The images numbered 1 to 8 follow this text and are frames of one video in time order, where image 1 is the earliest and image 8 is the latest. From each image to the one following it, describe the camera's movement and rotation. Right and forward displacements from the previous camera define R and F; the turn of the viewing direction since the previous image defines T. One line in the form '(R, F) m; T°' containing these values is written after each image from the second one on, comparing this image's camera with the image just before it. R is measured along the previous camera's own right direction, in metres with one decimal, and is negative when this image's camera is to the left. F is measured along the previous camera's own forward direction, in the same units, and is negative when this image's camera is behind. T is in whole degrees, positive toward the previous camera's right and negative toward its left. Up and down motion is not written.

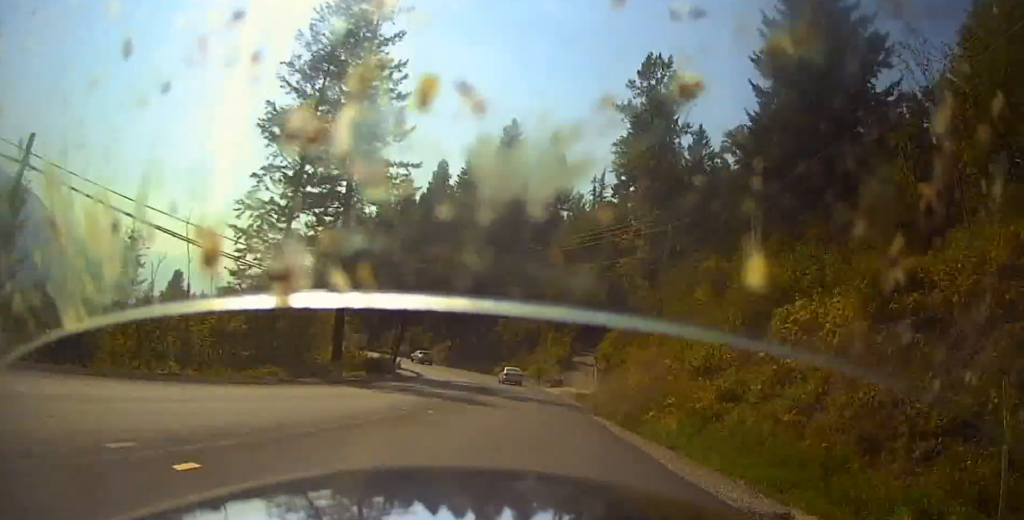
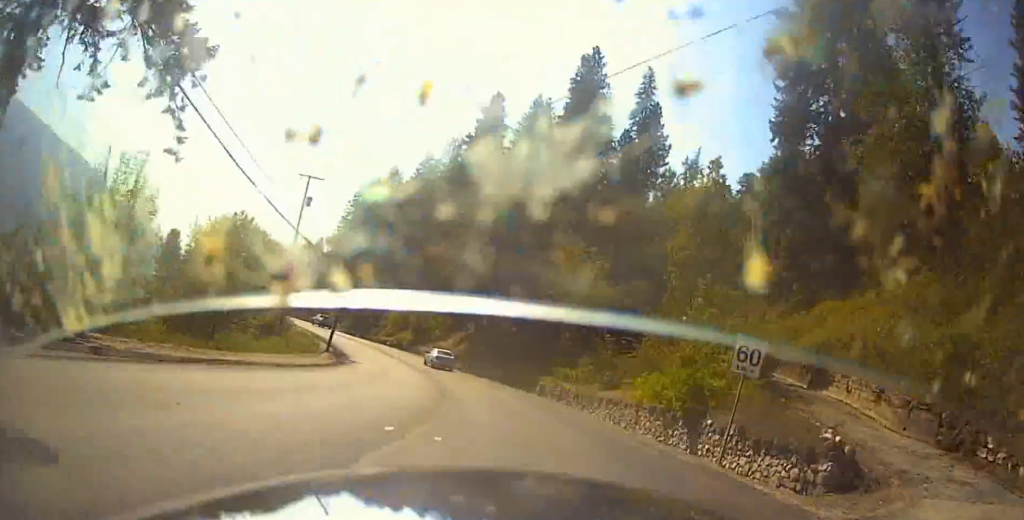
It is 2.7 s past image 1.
(+0.8, +45.4) m; -4°
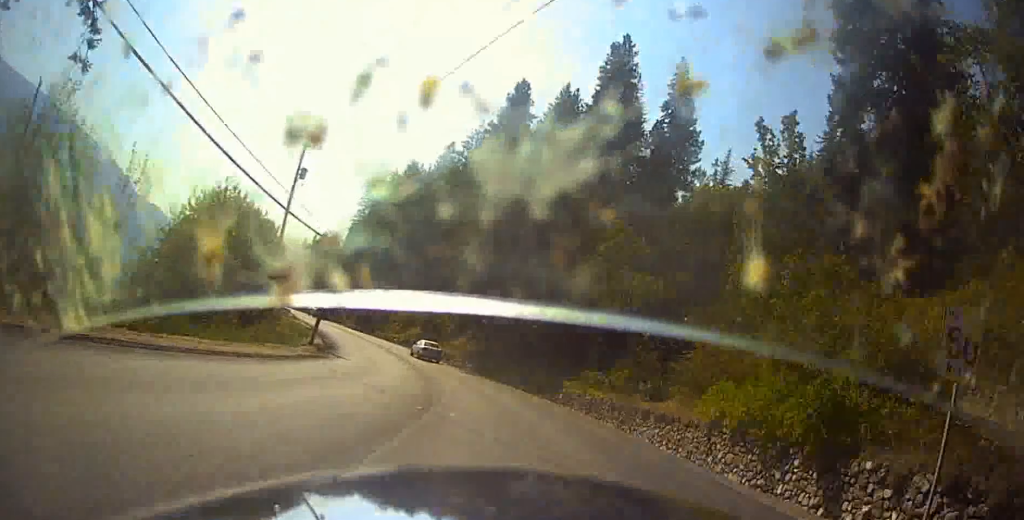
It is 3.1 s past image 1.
(0.0, +6.4) m; -1°
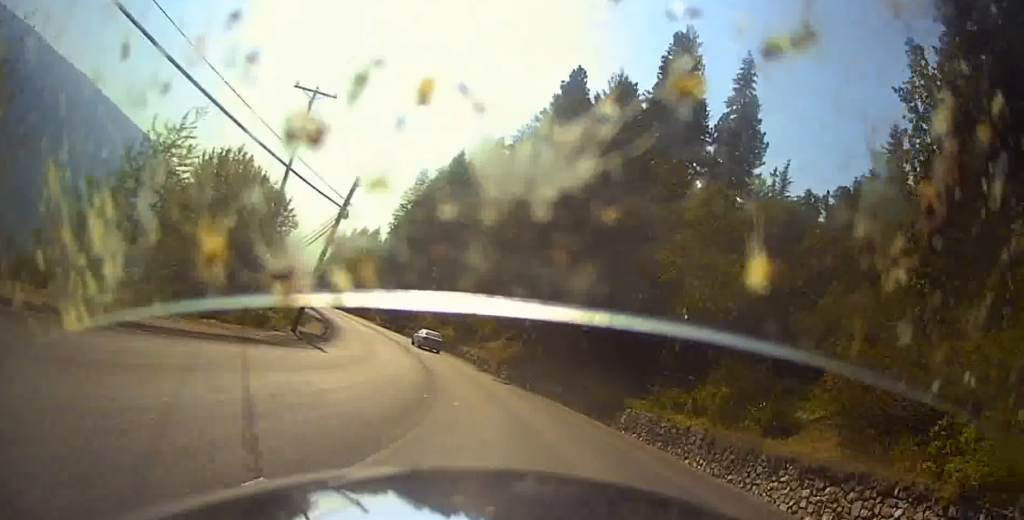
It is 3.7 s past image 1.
(-0.1, +8.3) m; -2°
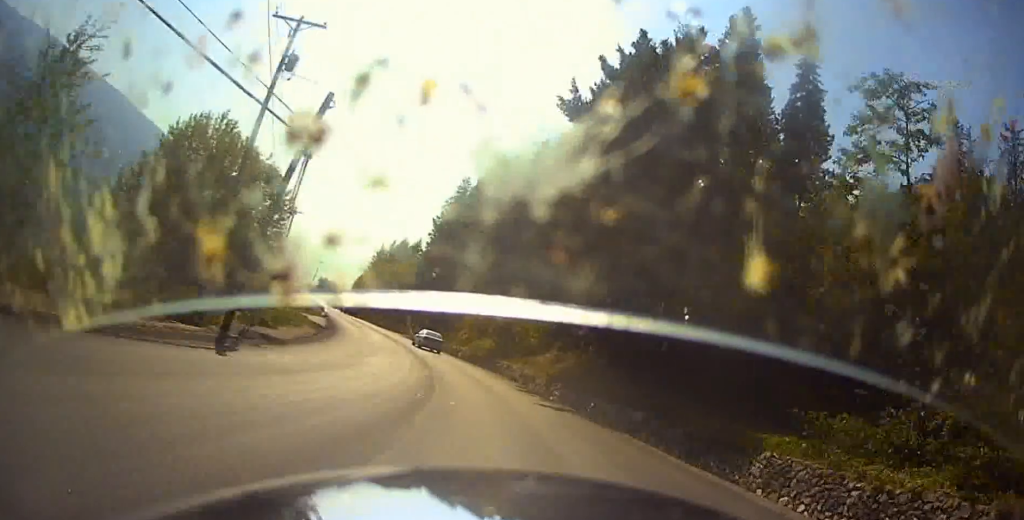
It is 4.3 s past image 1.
(0.0, +9.7) m; -3°
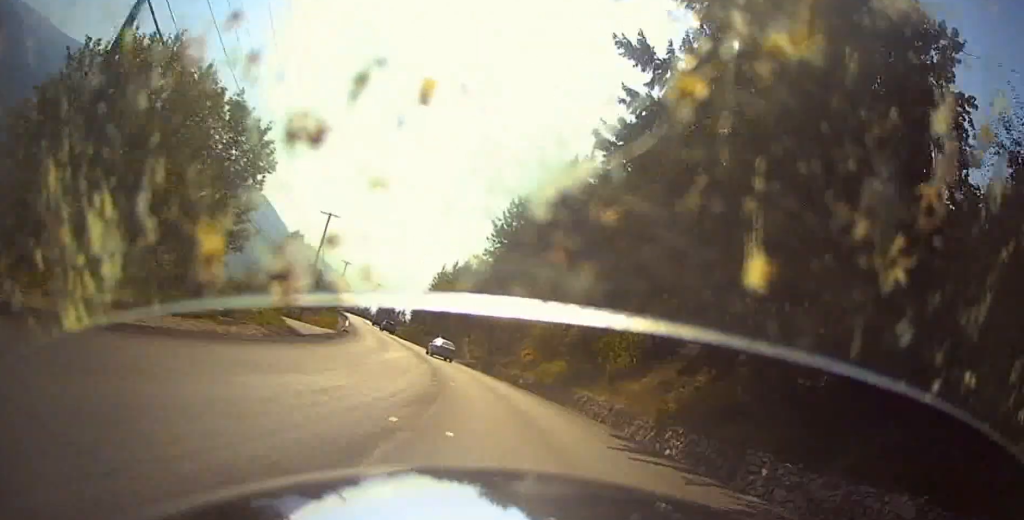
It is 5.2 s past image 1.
(-0.7, +13.9) m; -3°
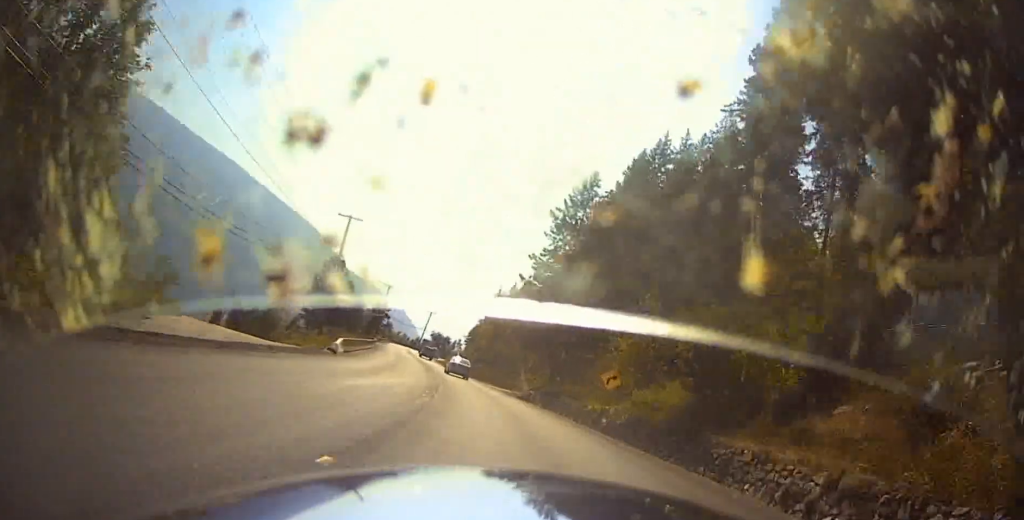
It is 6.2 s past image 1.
(-0.1, +13.2) m; -2°
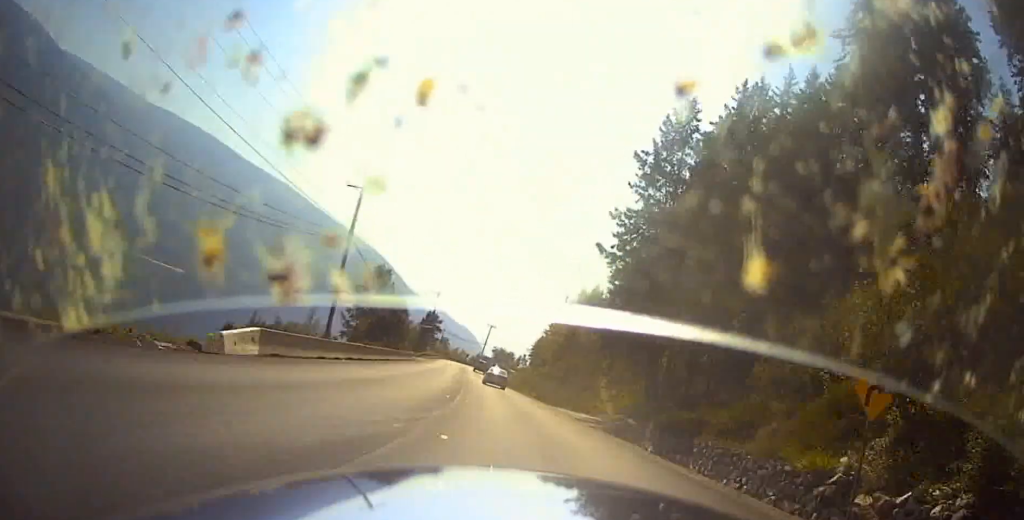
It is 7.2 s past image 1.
(-0.3, +13.8) m; -4°
